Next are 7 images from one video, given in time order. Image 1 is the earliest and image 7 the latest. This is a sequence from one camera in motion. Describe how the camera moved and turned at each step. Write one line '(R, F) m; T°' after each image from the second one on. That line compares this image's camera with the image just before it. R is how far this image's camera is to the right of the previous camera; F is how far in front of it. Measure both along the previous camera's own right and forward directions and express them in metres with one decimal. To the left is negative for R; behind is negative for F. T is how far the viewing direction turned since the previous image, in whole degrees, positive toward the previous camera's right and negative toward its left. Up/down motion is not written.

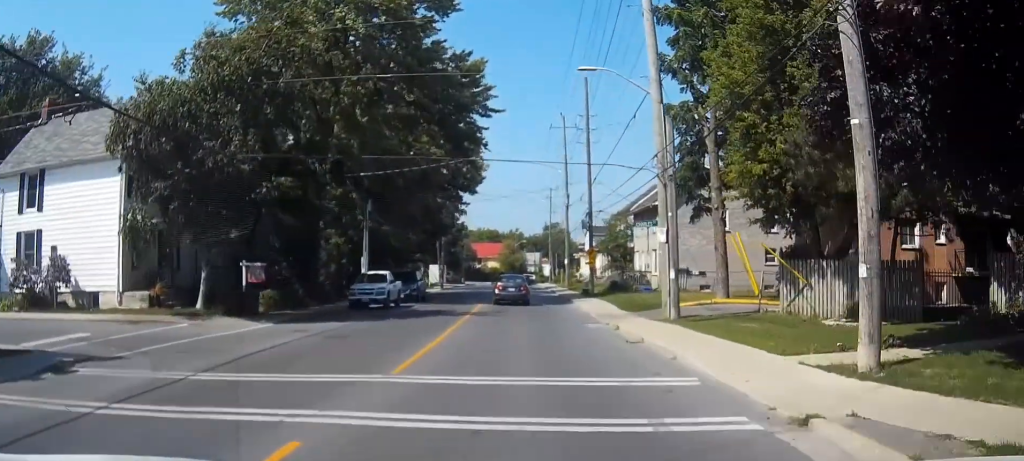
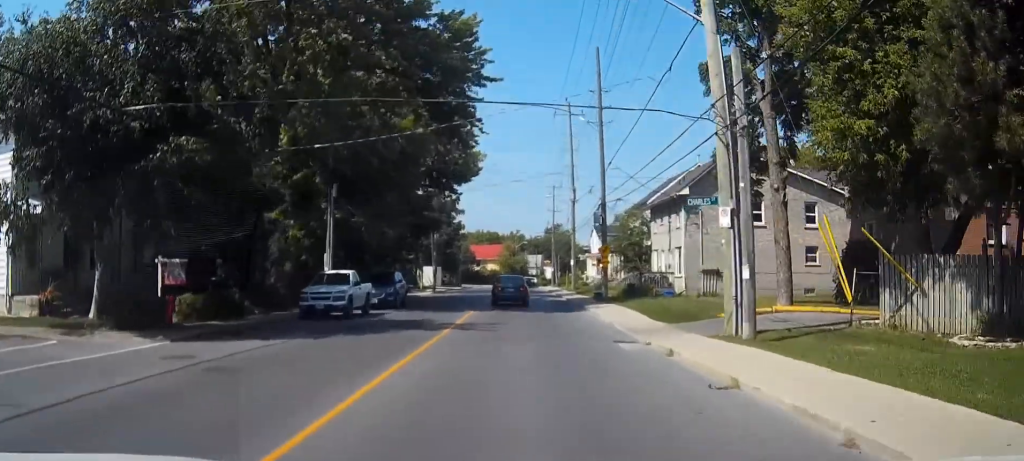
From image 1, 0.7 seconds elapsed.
(-0.5, +7.3) m; -3°
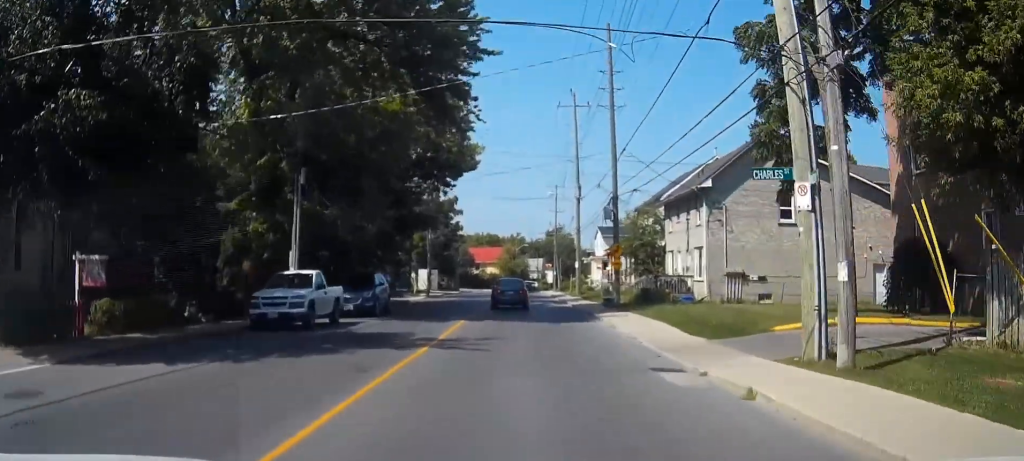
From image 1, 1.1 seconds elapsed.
(-0.1, +4.7) m; -2°
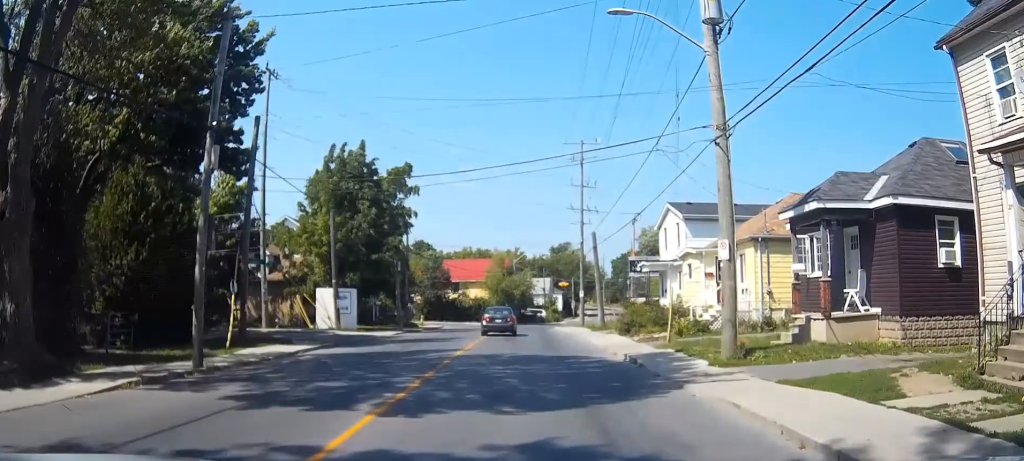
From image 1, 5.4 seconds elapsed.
(0.0, +47.5) m; 0°
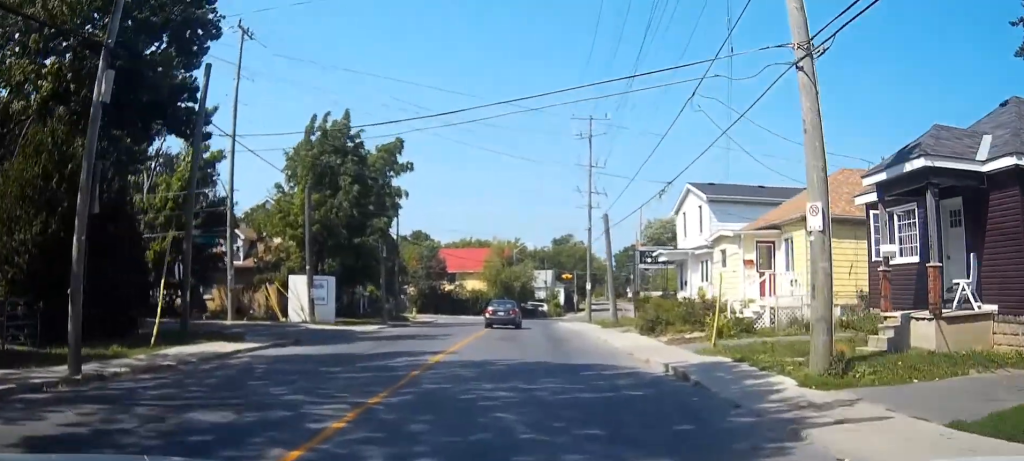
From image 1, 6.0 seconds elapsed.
(0.0, +6.3) m; 0°
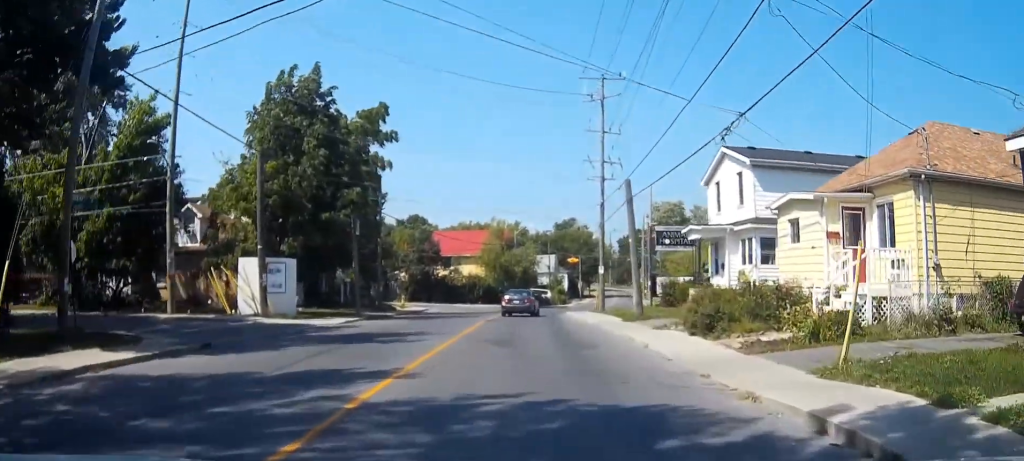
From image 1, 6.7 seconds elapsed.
(0.0, +8.6) m; 0°
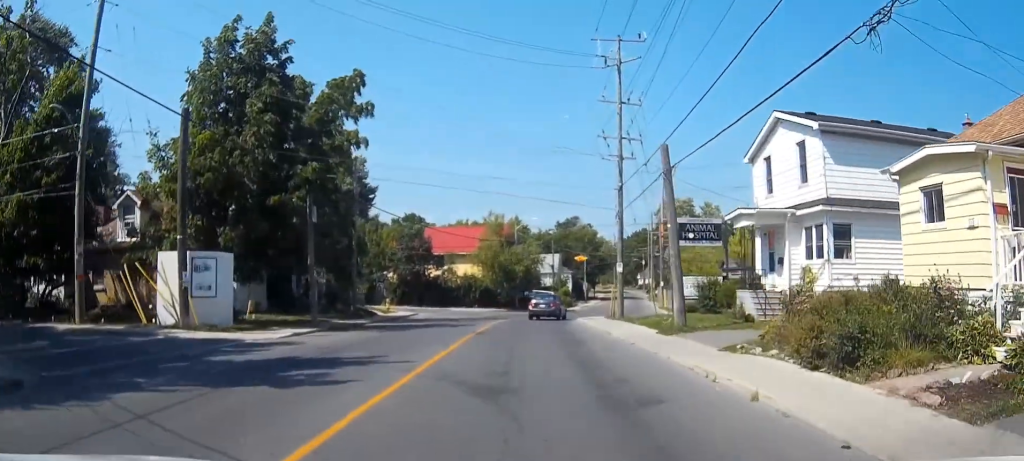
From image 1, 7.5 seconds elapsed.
(0.0, +9.0) m; 0°
